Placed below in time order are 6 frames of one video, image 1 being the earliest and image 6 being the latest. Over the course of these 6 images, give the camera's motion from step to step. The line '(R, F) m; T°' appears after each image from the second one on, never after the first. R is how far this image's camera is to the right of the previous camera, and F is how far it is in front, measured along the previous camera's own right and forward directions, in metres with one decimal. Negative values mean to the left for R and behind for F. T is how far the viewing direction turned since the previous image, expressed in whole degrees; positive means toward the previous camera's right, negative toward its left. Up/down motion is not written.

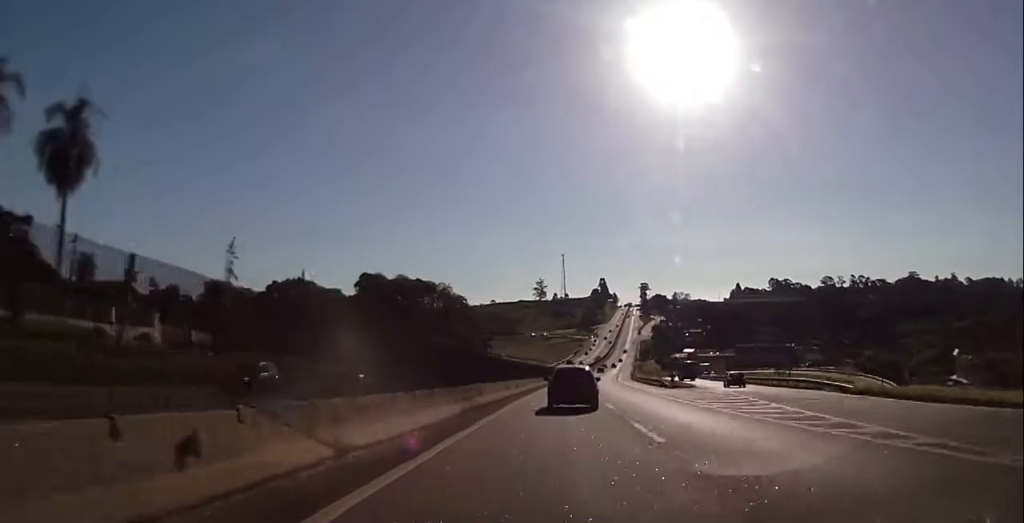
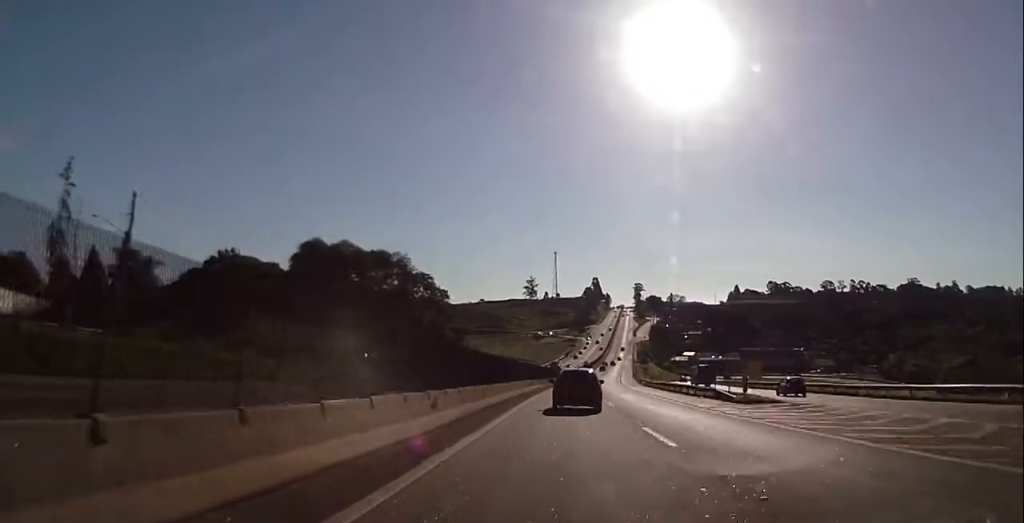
(+0.4, +26.7) m; +1°
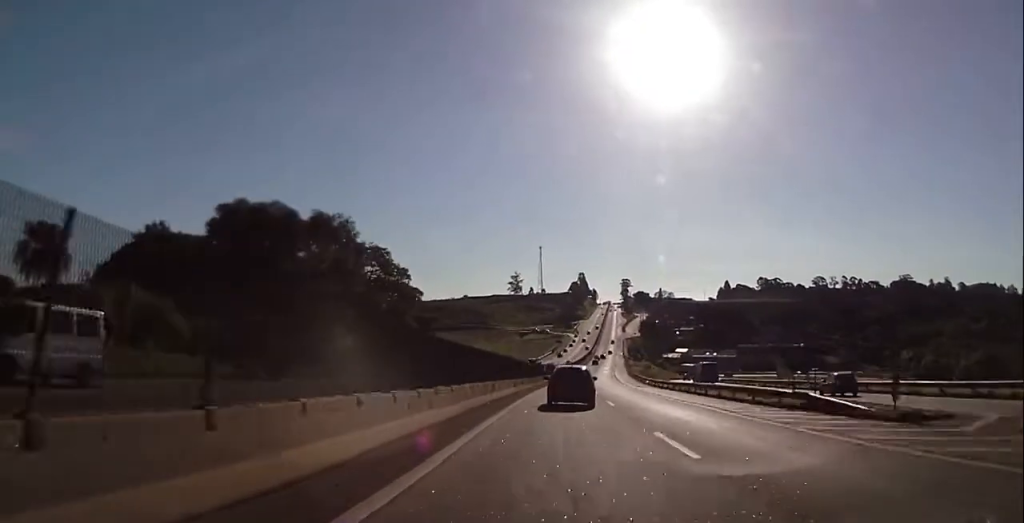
(0.0, +18.2) m; +1°
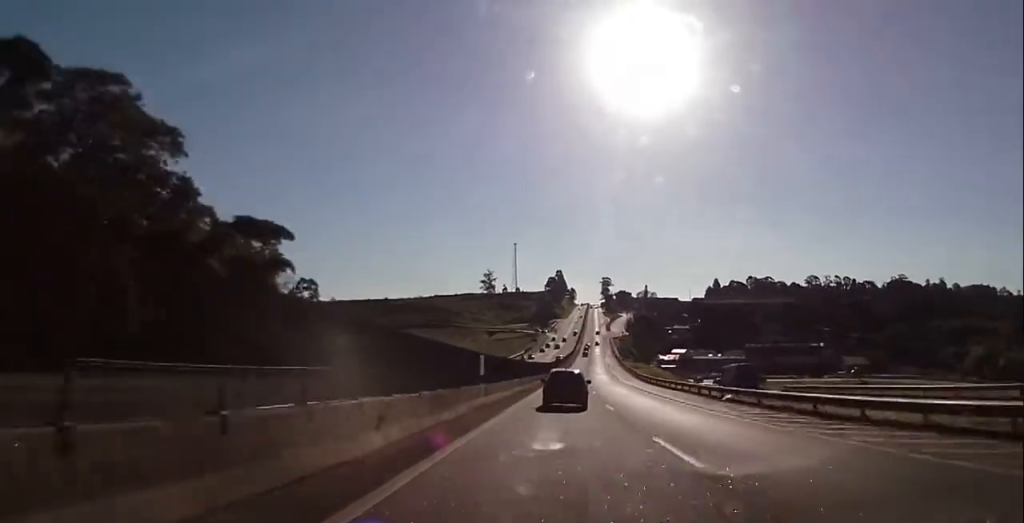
(+0.8, +49.3) m; +2°
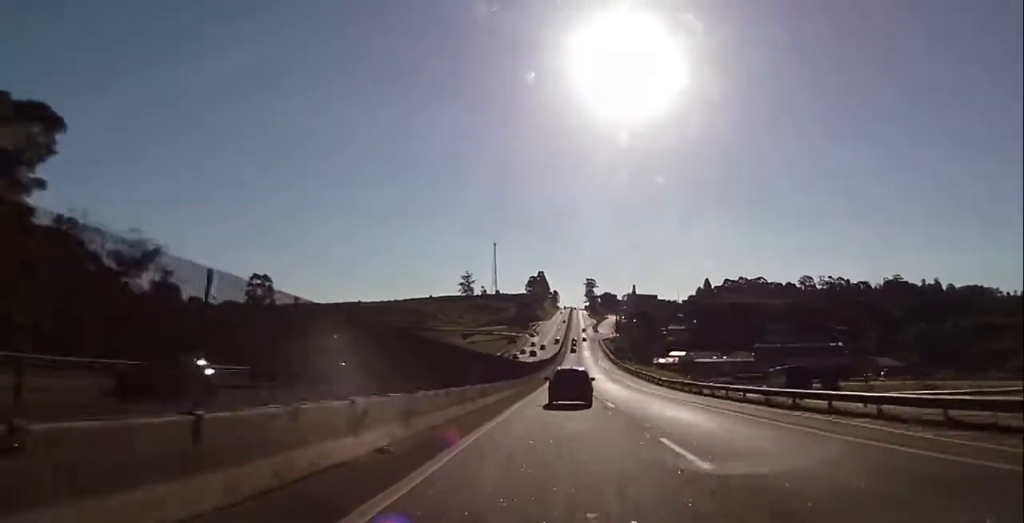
(+0.2, +32.9) m; +1°
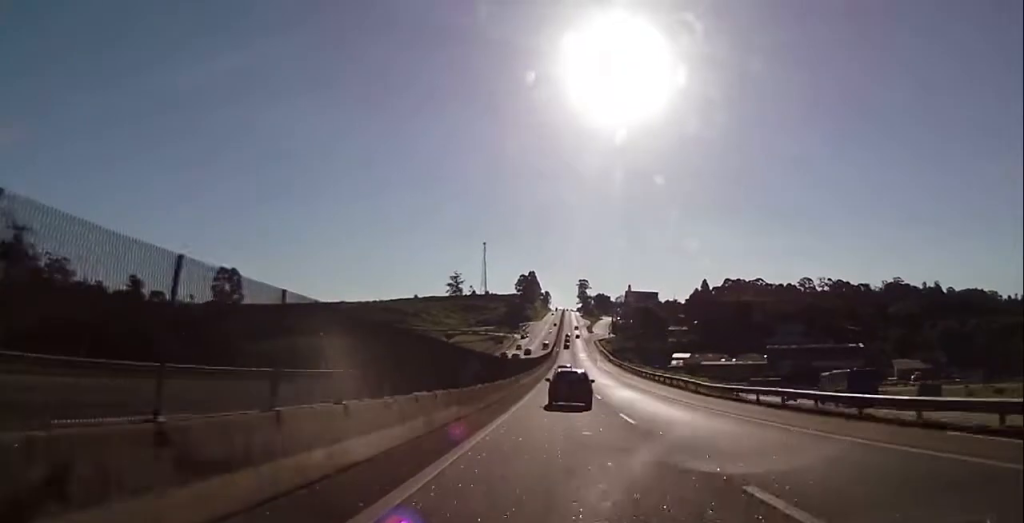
(+0.2, +22.3) m; +1°
